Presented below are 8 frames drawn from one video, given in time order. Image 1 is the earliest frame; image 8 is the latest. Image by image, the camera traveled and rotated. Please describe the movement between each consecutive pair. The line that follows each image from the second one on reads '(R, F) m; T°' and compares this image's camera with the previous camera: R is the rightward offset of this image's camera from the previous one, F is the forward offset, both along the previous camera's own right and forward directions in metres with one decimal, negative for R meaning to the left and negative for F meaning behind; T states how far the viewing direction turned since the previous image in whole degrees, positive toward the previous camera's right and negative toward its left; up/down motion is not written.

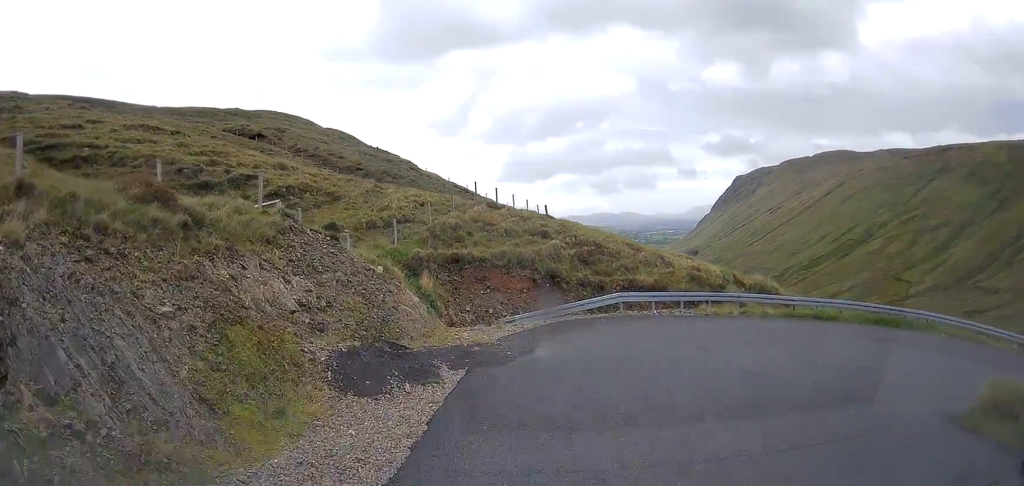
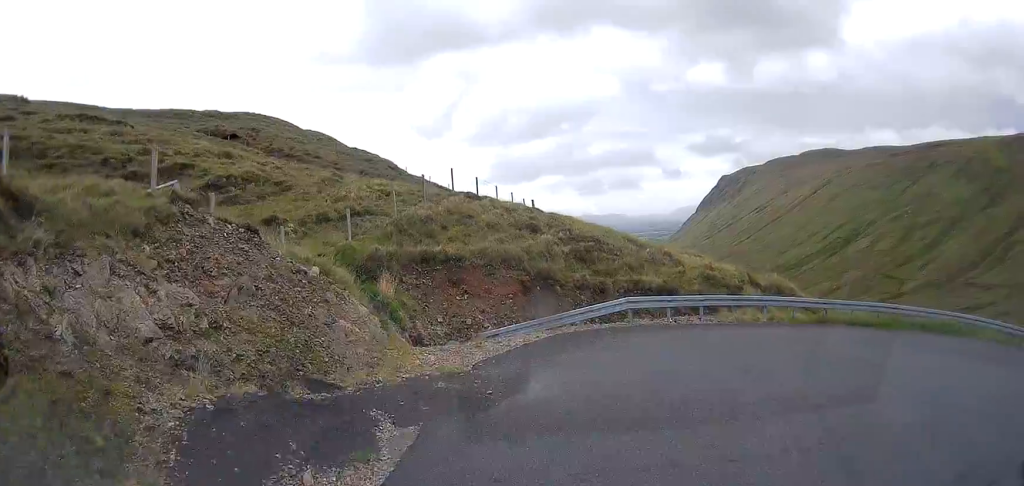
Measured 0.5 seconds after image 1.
(-0.2, +4.6) m; +1°
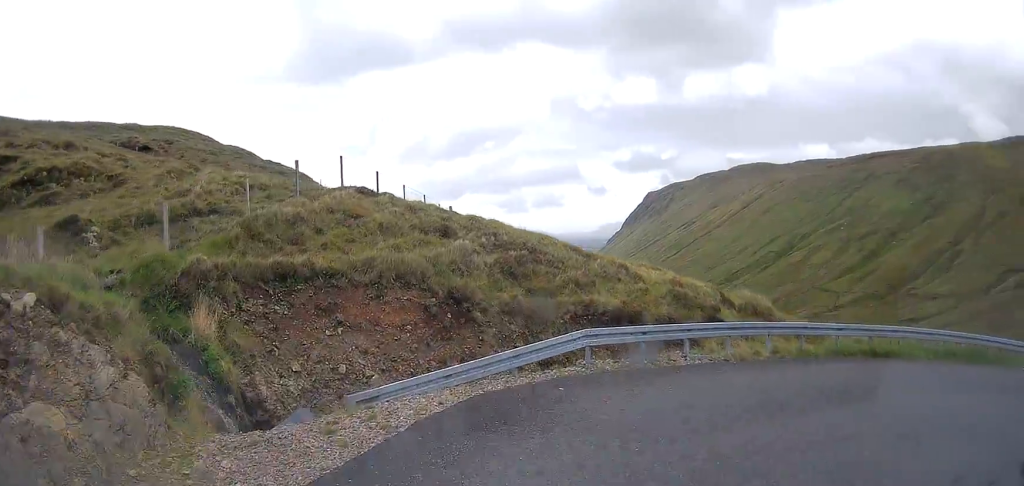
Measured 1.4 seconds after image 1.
(+0.4, +6.4) m; +8°
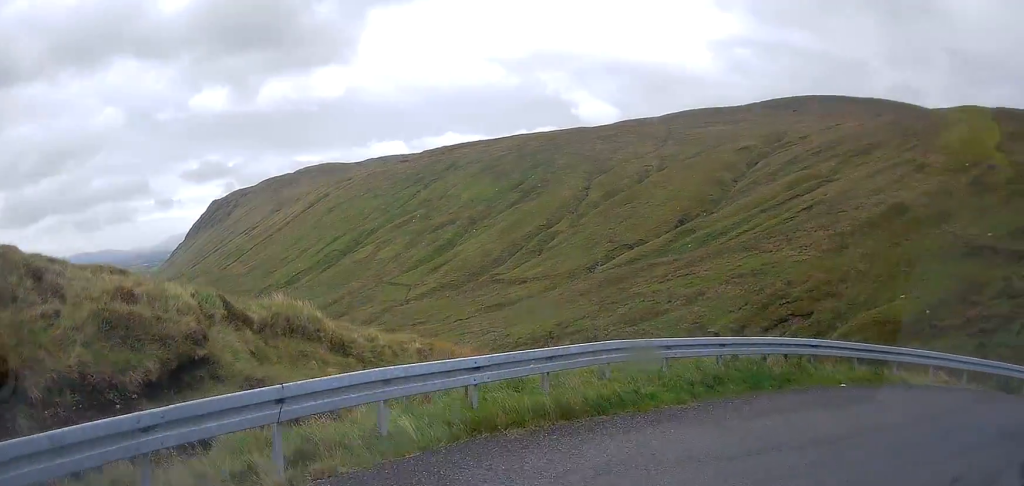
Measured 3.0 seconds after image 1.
(+3.5, +9.3) m; +51°
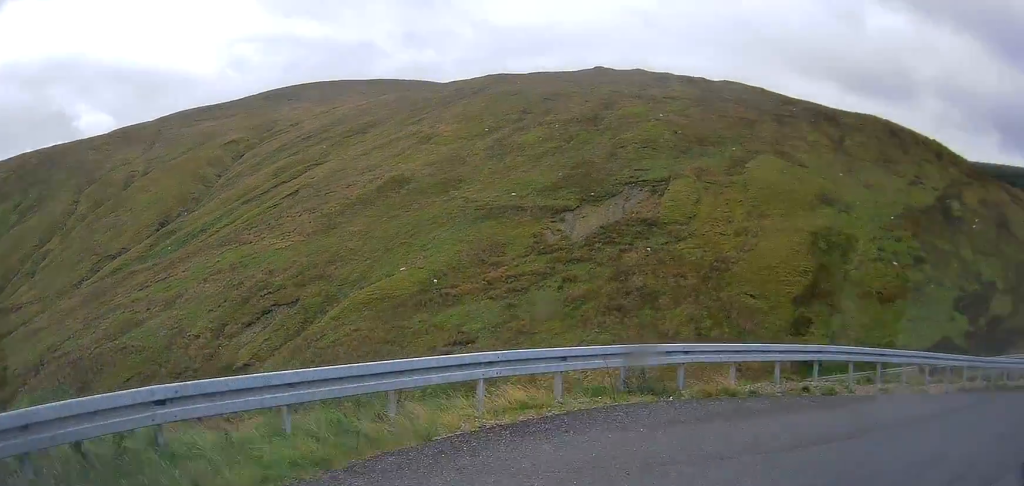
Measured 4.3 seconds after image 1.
(+3.2, +7.8) m; +41°
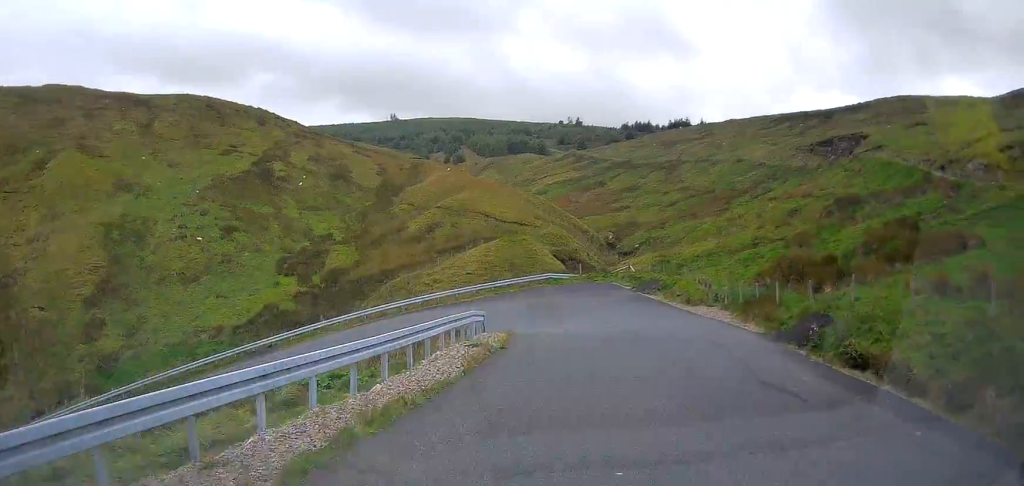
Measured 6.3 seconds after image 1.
(+5.9, +11.1) m; +49°
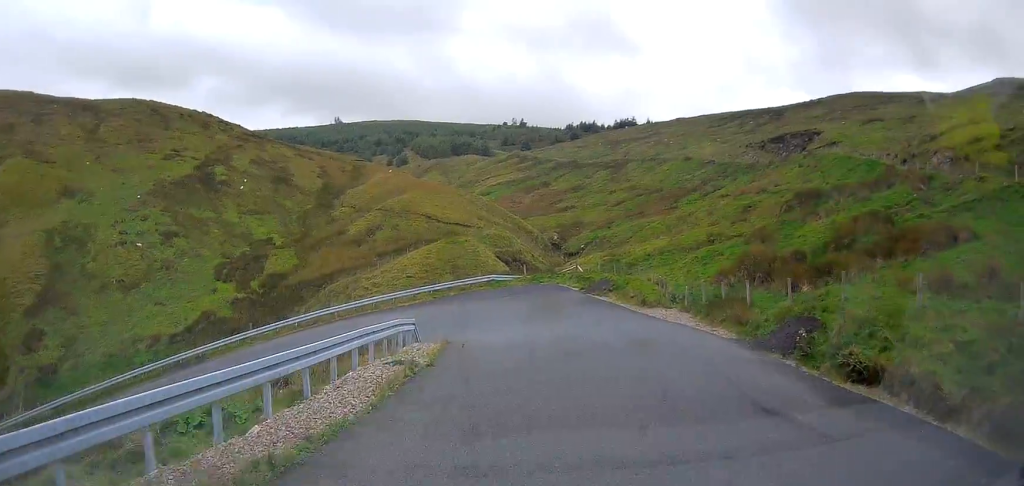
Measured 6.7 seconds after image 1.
(+0.2, +2.7) m; +5°
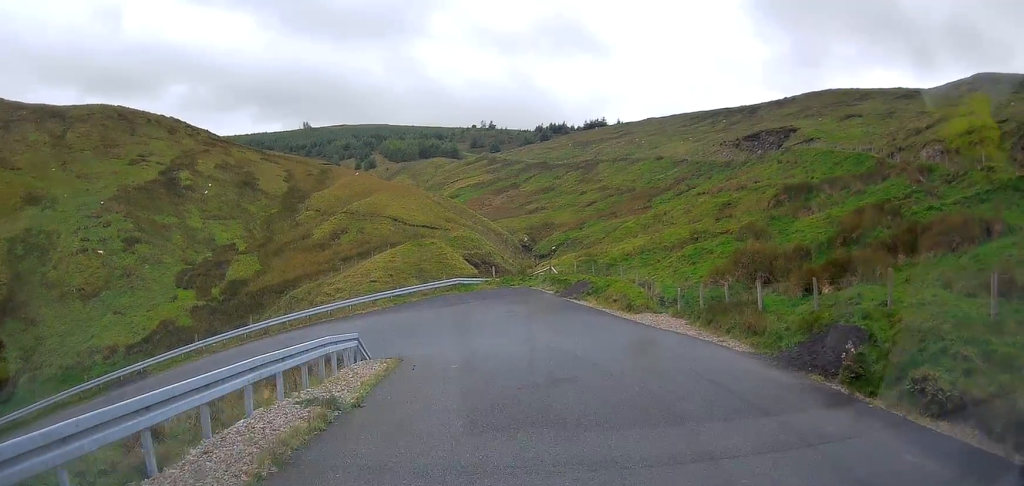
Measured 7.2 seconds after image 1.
(+0.4, +3.8) m; +4°
